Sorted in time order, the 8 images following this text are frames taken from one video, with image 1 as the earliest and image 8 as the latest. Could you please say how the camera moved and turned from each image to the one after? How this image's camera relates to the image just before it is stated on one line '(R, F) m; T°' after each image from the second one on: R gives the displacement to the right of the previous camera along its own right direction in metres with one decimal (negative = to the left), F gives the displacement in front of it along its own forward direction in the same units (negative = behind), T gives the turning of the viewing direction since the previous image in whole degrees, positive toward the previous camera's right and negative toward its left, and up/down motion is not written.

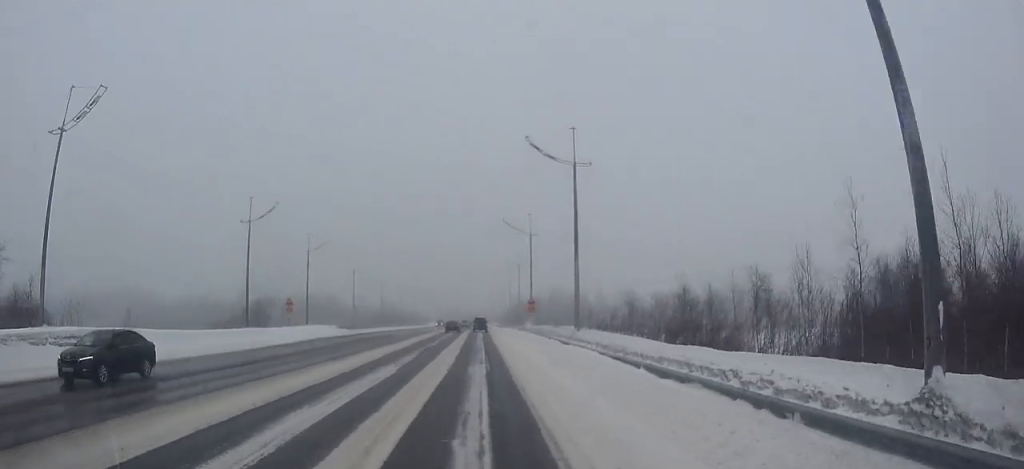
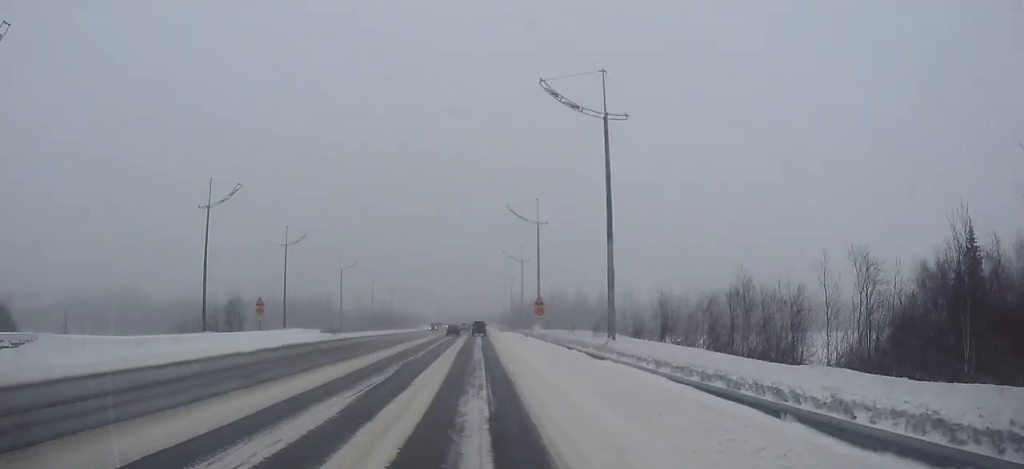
(0.0, +7.8) m; 0°
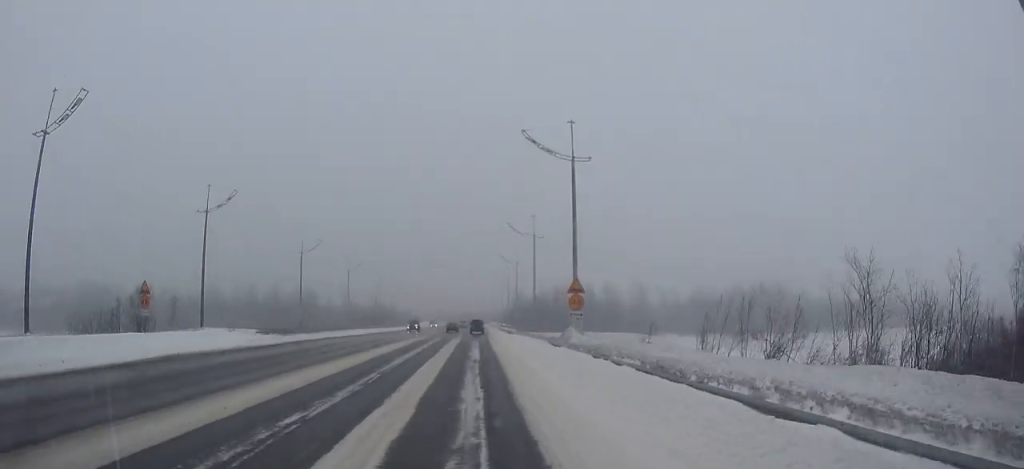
(0.0, +18.8) m; 0°
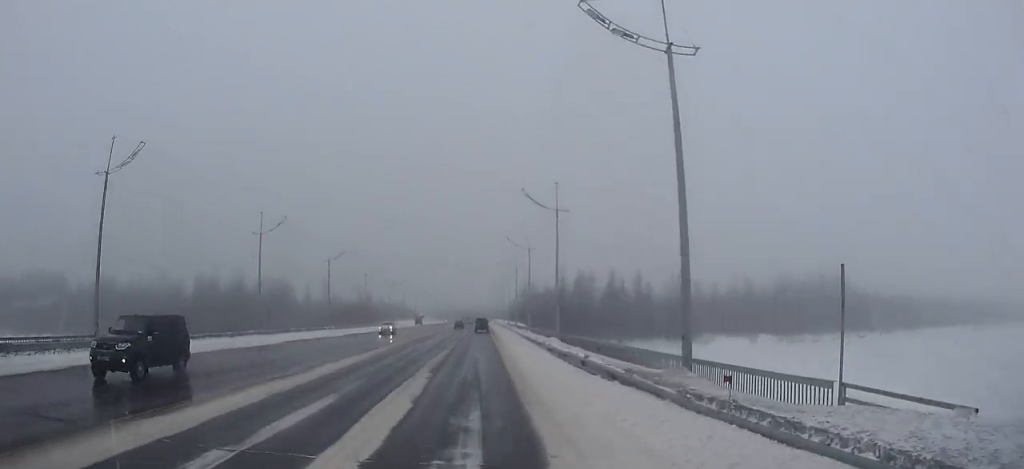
(0.0, +39.4) m; 0°
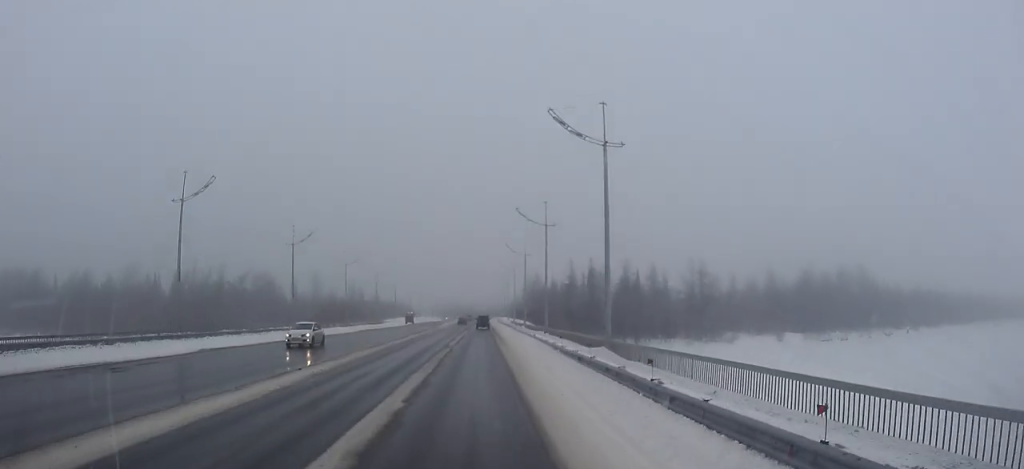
(0.0, +15.9) m; 0°
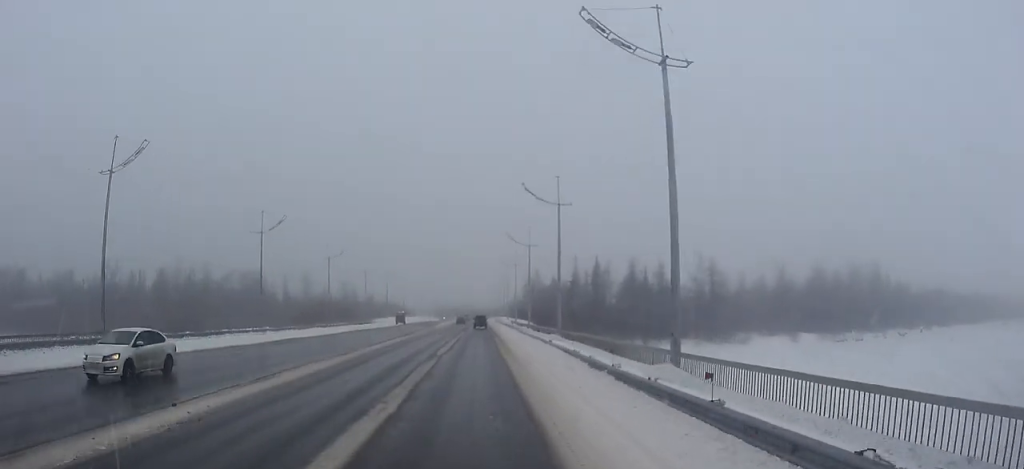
(0.0, +9.0) m; 0°
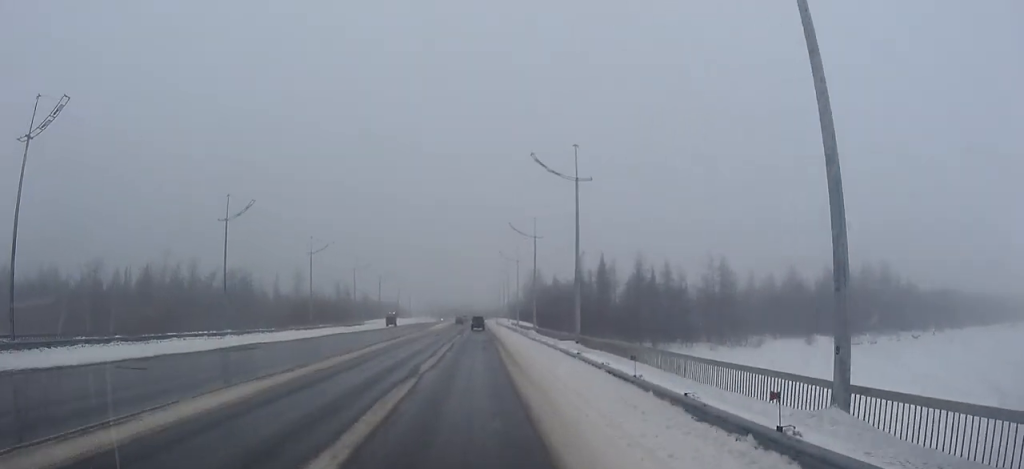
(0.0, +8.0) m; 0°
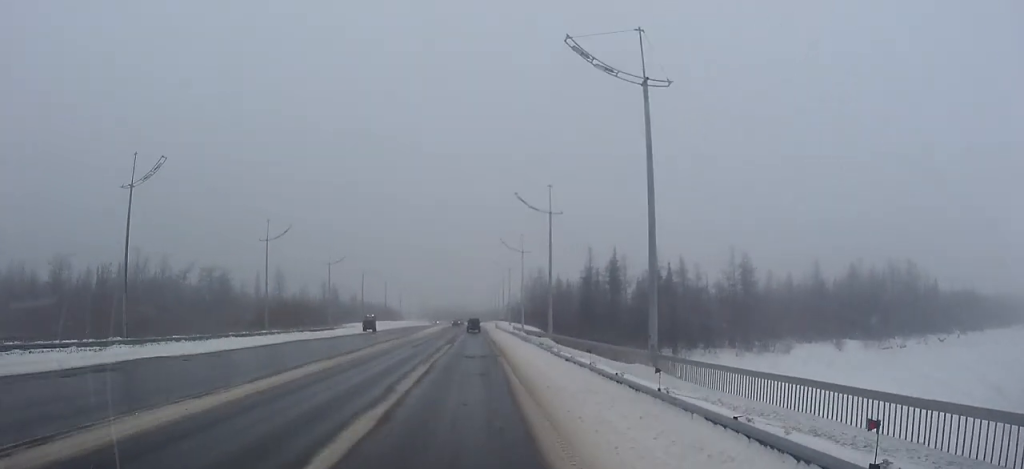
(+0.1, +14.4) m; 0°
